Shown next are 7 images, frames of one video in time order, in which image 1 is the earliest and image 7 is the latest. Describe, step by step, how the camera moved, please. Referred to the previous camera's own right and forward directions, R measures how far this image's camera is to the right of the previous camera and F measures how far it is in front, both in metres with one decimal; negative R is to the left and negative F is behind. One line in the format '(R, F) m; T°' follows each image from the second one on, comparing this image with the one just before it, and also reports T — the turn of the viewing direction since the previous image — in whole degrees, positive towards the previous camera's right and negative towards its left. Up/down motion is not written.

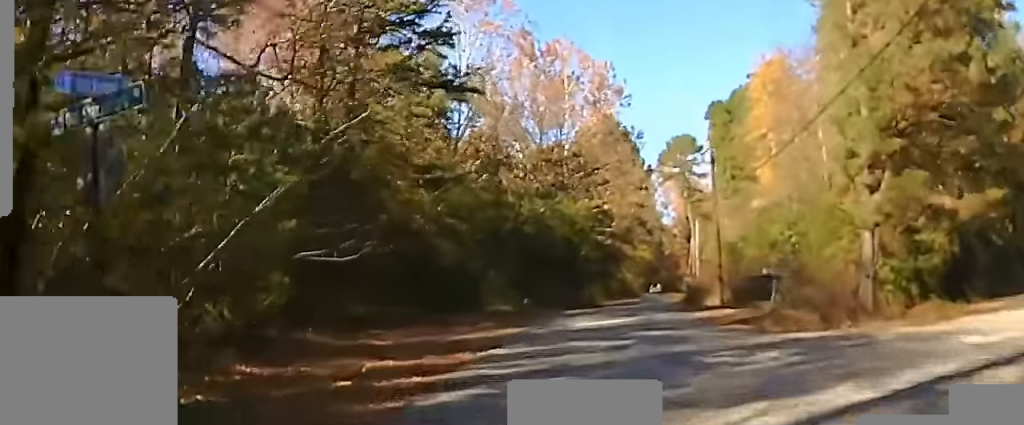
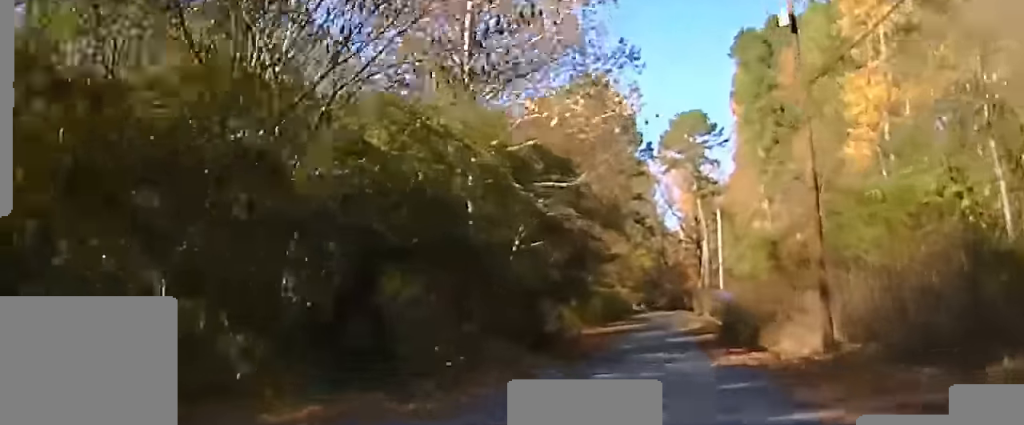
(-0.4, +32.5) m; -1°
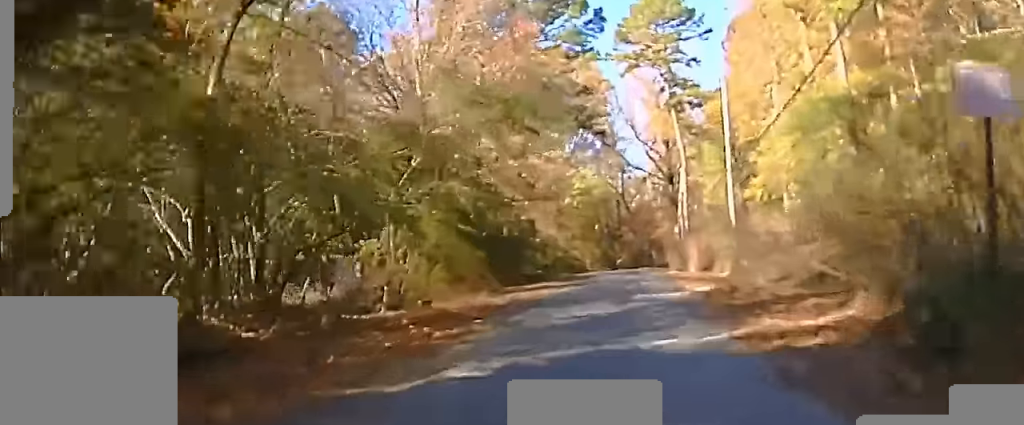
(-0.1, +34.5) m; 0°
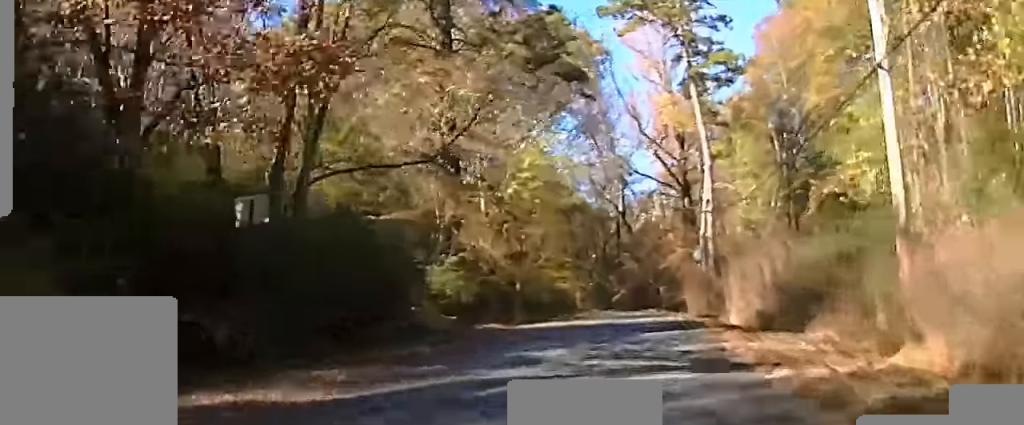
(0.0, +26.3) m; -1°
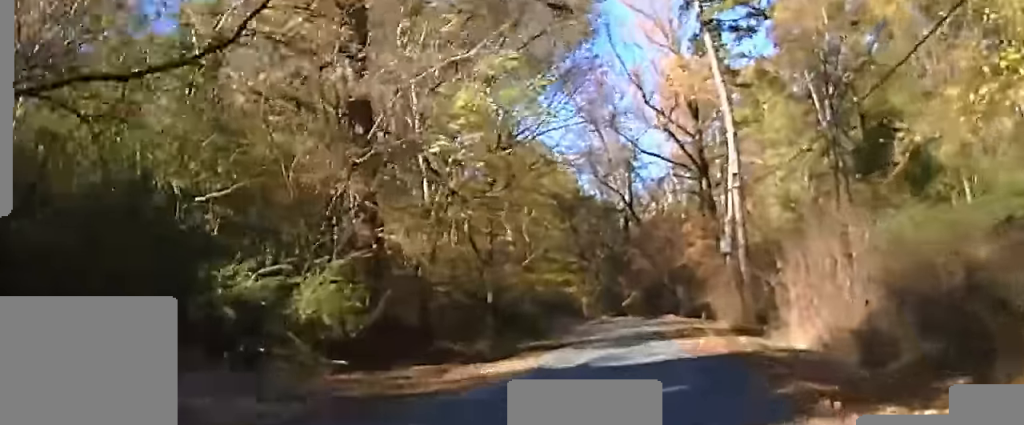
(-0.1, +11.5) m; -1°
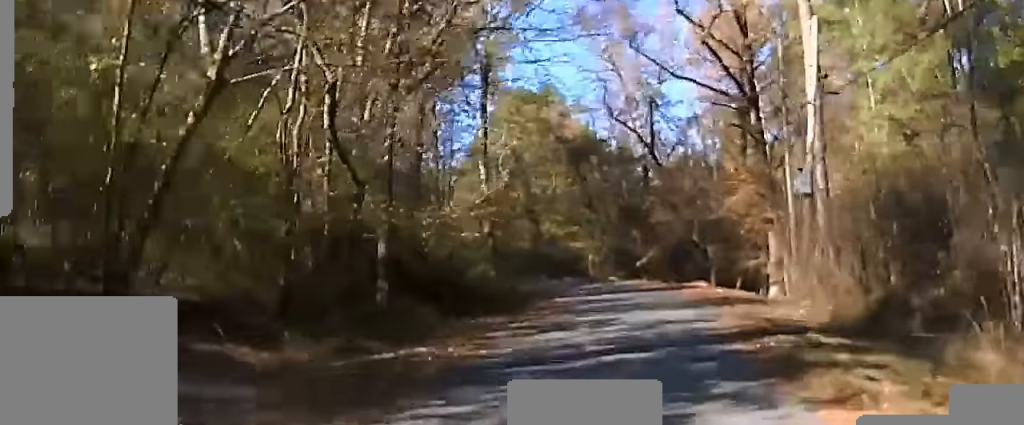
(-0.2, +16.7) m; -2°
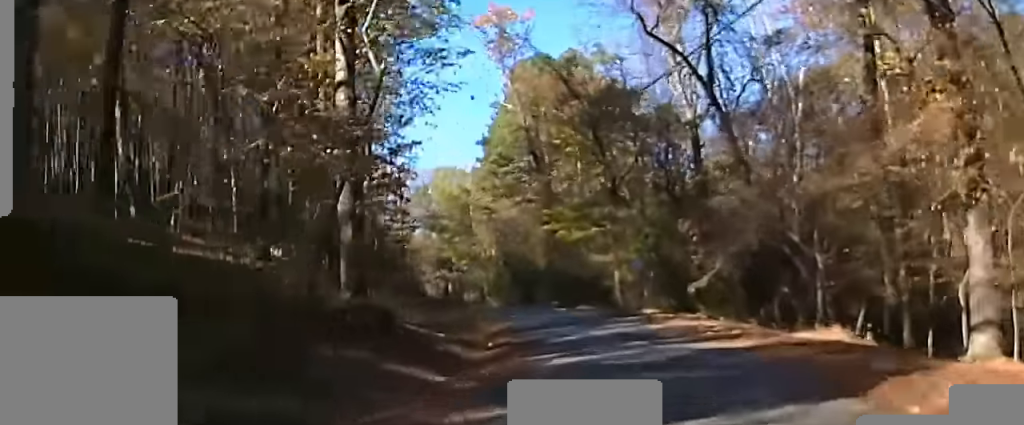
(-0.8, +27.8) m; -2°
